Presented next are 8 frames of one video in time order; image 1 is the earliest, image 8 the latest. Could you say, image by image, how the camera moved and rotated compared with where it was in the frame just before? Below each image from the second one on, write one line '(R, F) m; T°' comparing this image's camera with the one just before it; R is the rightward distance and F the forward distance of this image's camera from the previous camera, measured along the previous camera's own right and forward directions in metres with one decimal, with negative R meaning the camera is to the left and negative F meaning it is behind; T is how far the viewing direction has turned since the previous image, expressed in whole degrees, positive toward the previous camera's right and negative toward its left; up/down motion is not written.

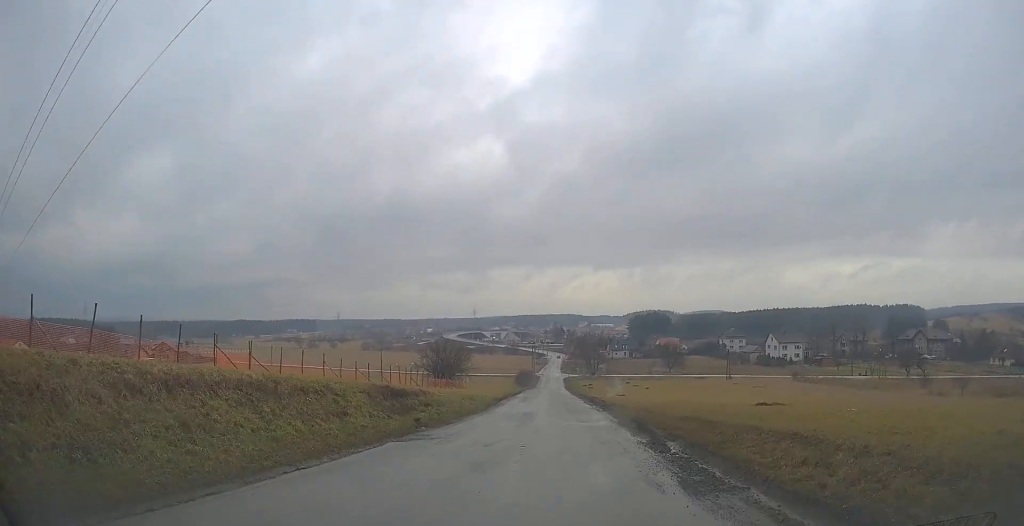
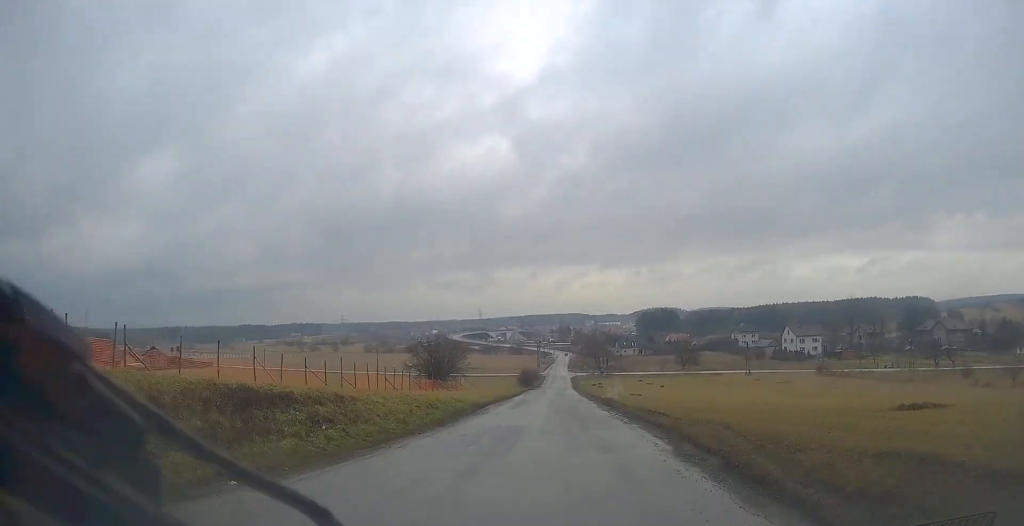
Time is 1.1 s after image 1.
(0.0, +10.4) m; 0°
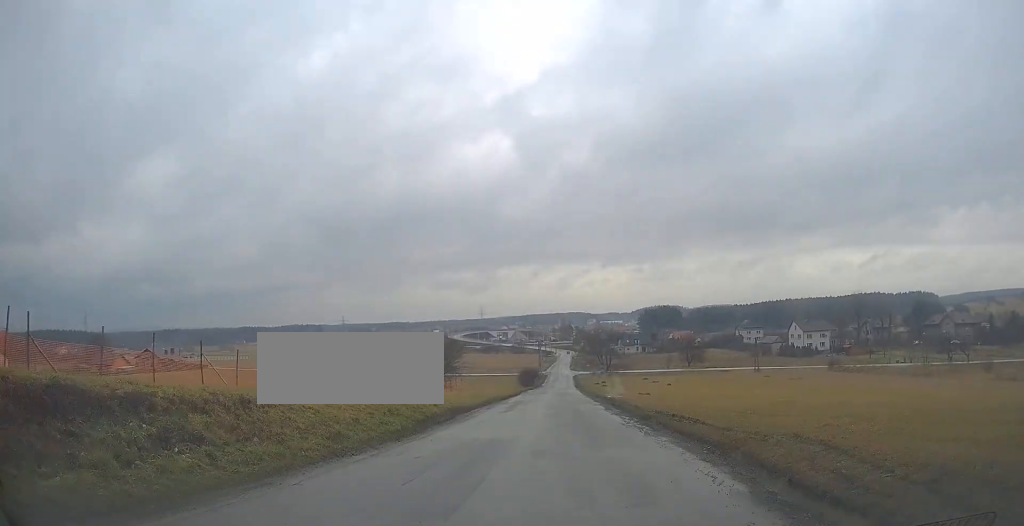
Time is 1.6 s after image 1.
(0.0, +5.1) m; 0°
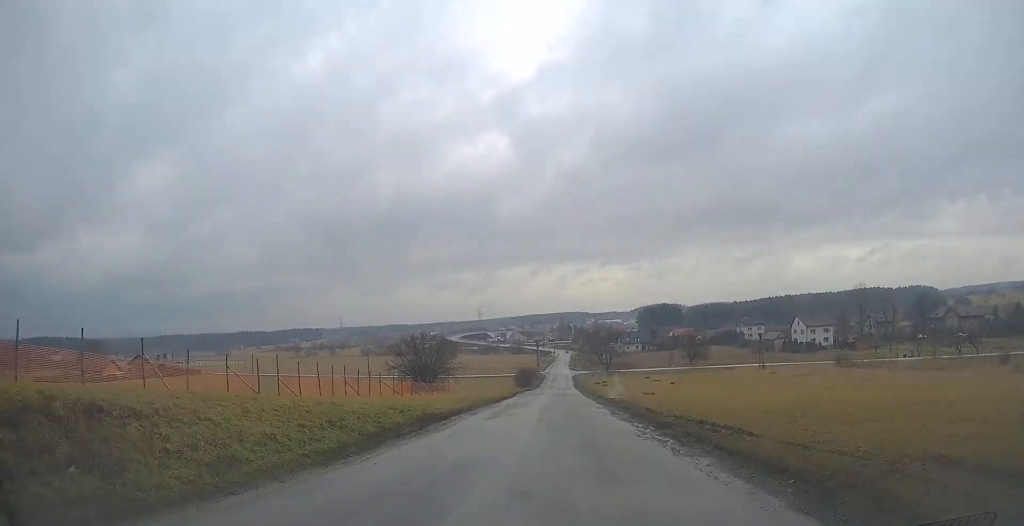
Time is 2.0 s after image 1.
(0.0, +4.2) m; 0°
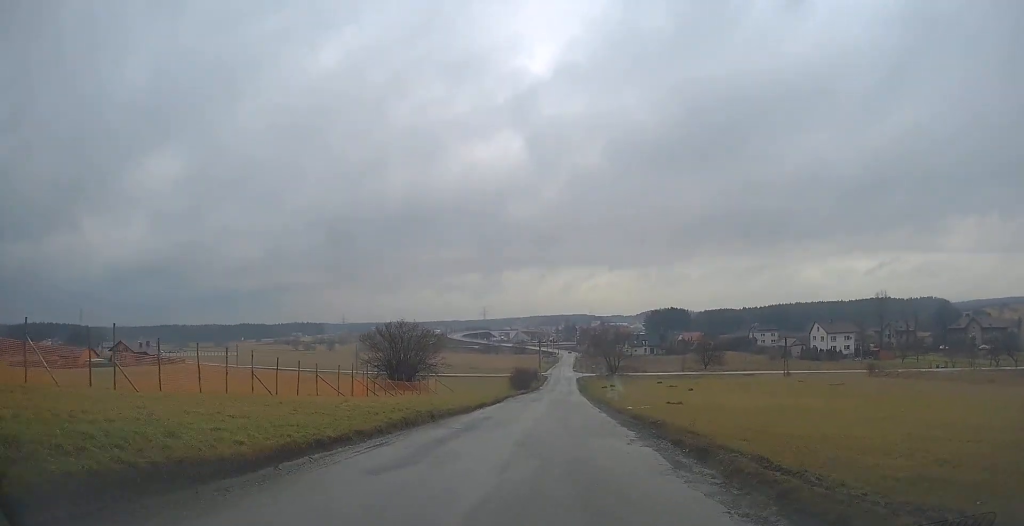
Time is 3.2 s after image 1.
(+0.1, +13.2) m; 0°
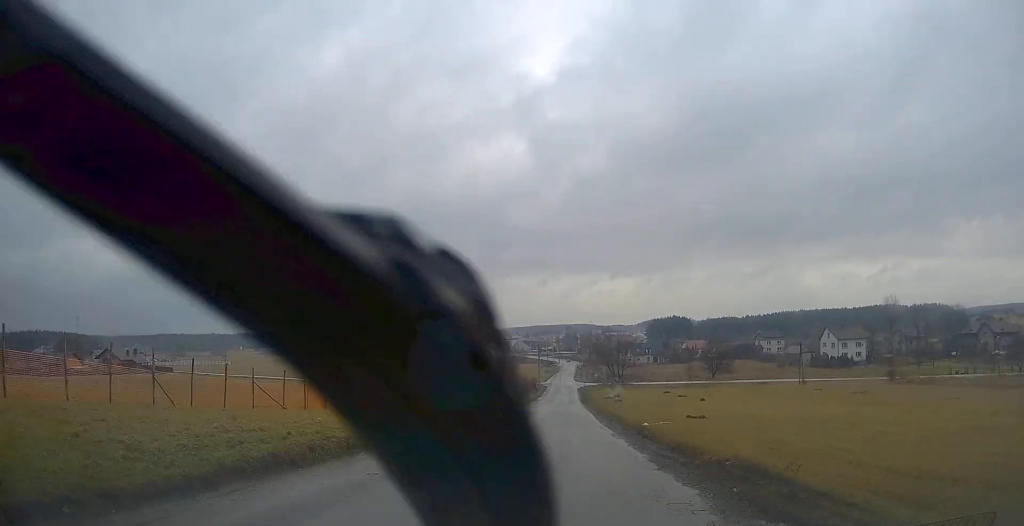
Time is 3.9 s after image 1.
(-0.1, +7.7) m; 0°
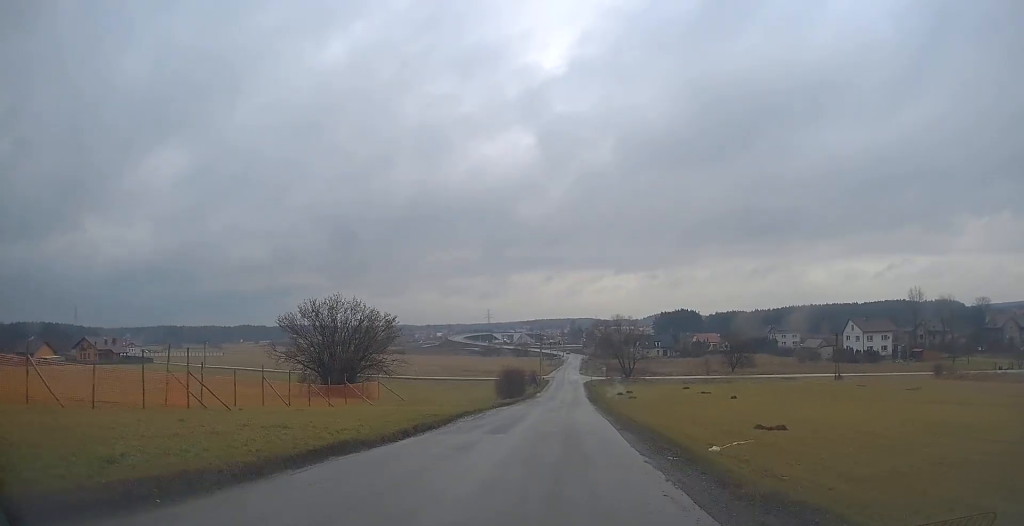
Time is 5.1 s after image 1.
(+0.1, +13.9) m; 0°
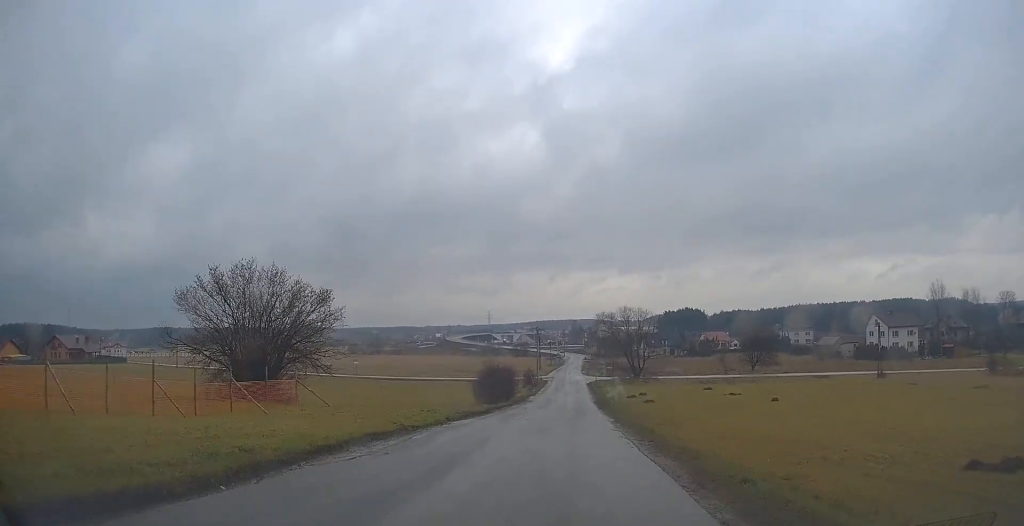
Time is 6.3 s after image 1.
(-0.2, +14.0) m; -1°
